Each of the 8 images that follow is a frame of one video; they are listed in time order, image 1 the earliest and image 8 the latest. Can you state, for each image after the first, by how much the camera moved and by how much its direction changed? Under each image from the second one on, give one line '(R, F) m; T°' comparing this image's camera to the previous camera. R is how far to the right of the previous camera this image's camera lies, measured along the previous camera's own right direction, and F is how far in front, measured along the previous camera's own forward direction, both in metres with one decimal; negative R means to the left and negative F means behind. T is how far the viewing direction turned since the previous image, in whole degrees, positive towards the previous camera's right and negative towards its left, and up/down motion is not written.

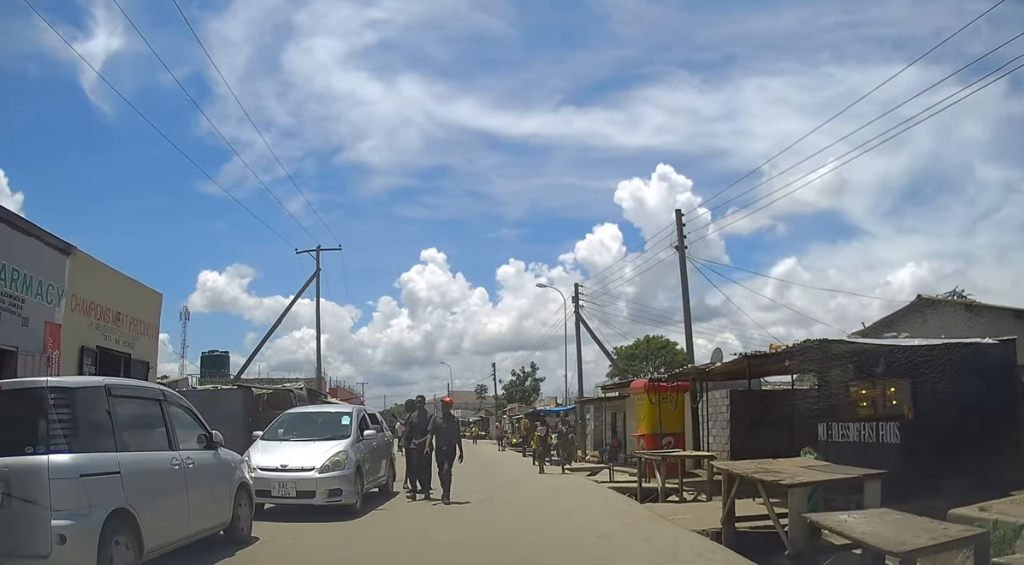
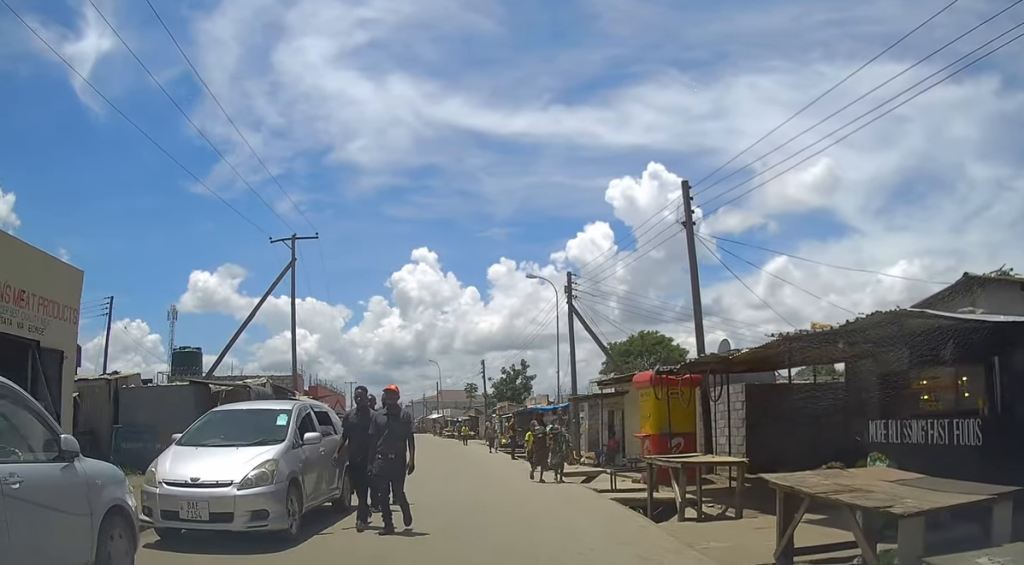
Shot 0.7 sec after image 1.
(0.0, +2.4) m; +1°
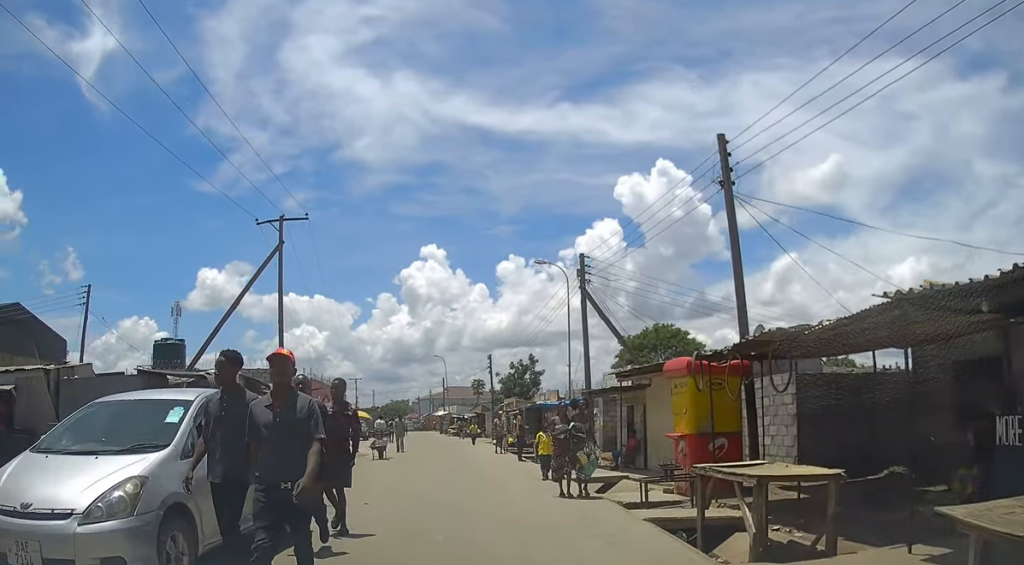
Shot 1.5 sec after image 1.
(0.0, +2.9) m; -1°
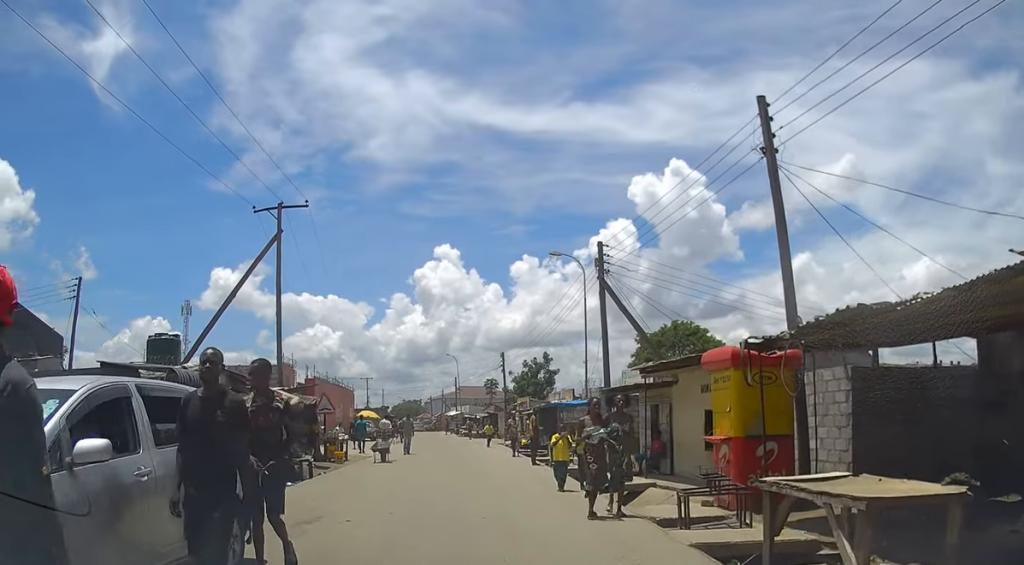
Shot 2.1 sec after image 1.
(-0.1, +2.0) m; -2°
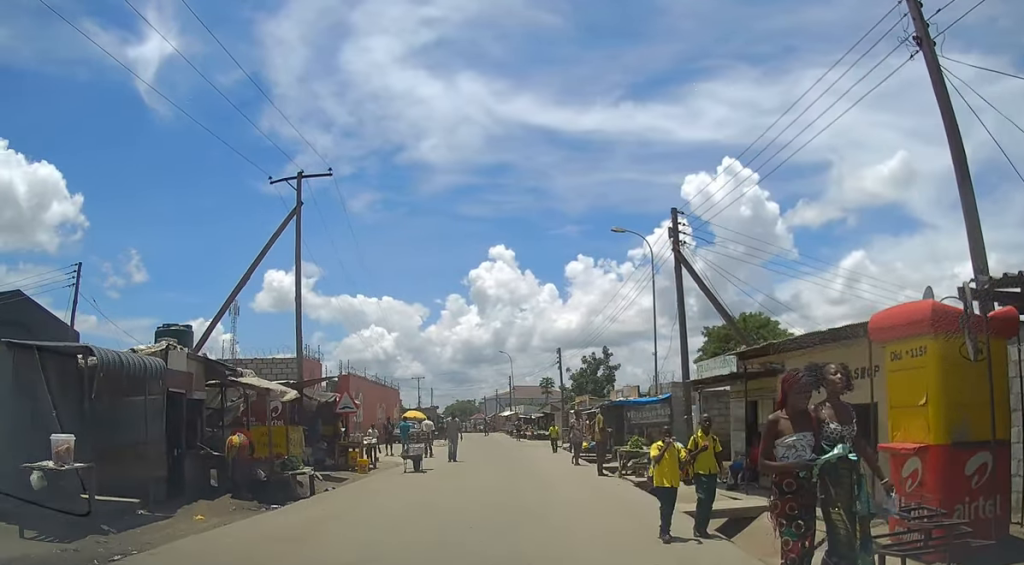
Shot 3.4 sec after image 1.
(-0.2, +4.2) m; -1°
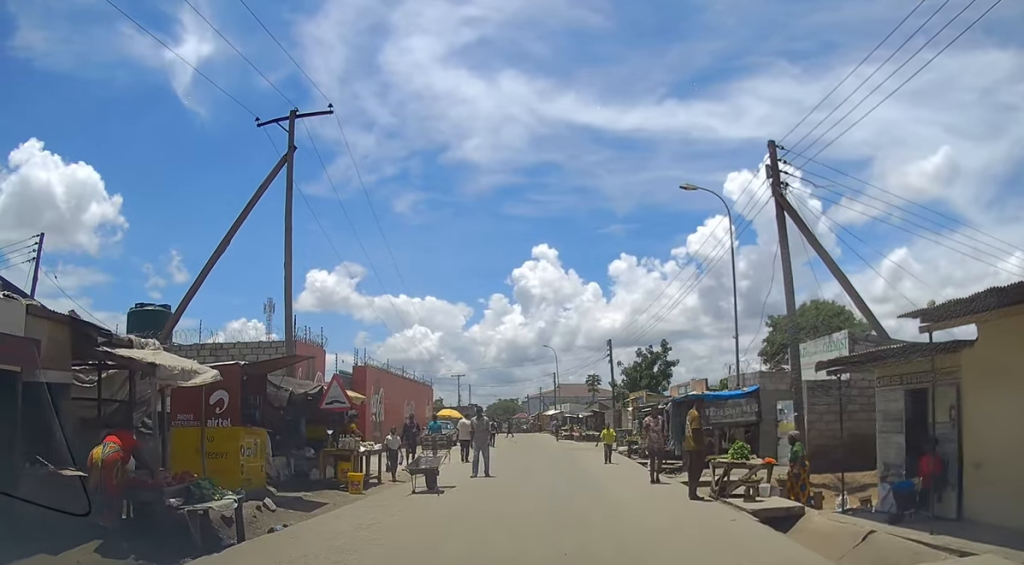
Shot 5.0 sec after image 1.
(0.0, +5.5) m; -2°
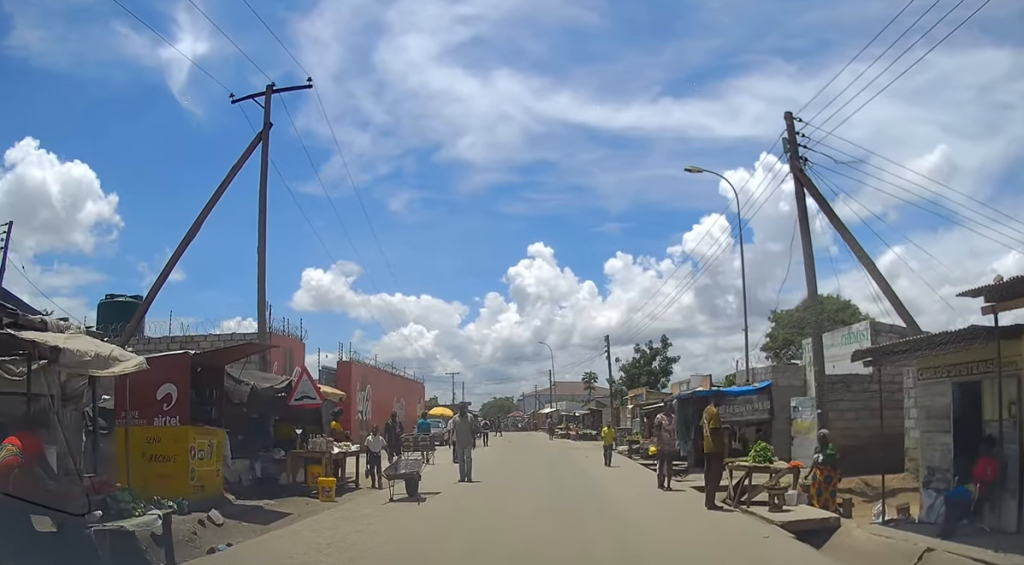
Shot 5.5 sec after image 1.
(-0.1, +1.6) m; -1°
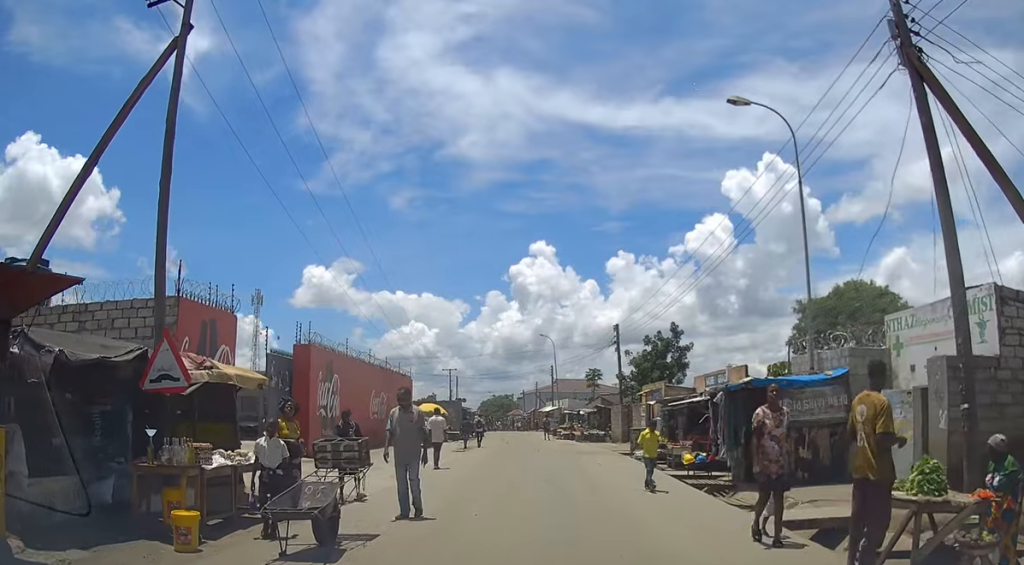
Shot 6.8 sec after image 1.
(0.0, +5.1) m; -1°
